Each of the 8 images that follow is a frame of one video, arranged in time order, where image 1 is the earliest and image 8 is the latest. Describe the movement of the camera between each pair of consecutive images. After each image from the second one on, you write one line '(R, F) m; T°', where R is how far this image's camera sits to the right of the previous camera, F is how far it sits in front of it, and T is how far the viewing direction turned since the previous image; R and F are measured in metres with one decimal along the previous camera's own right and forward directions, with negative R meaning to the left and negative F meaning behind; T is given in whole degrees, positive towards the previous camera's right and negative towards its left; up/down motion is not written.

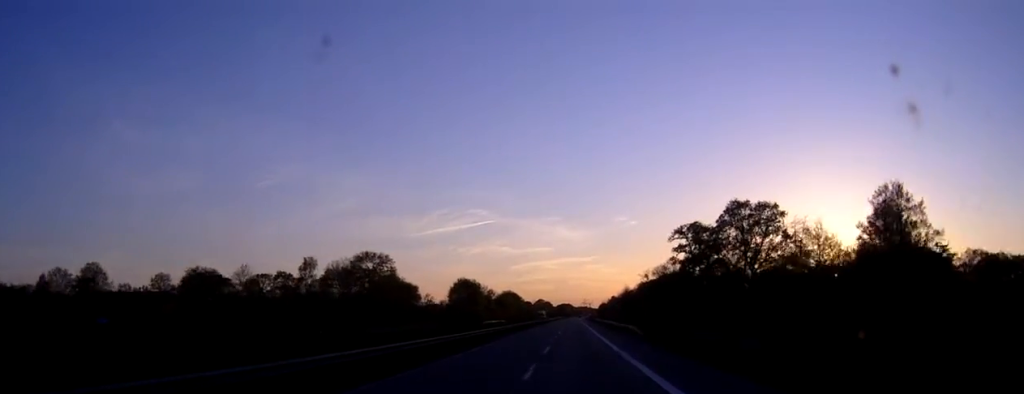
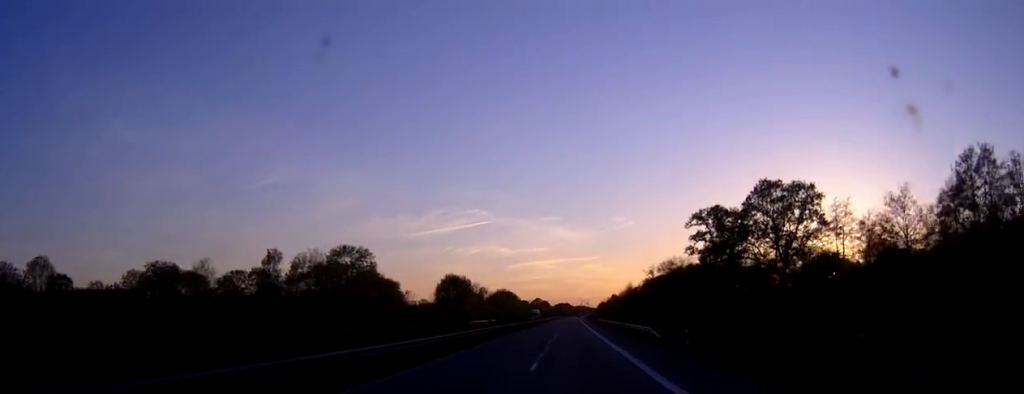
(0.0, +16.1) m; 0°
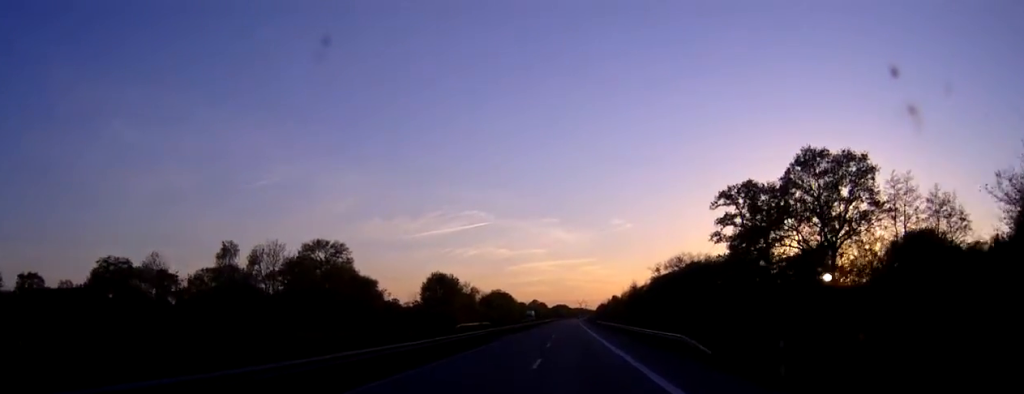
(0.0, +16.1) m; 0°
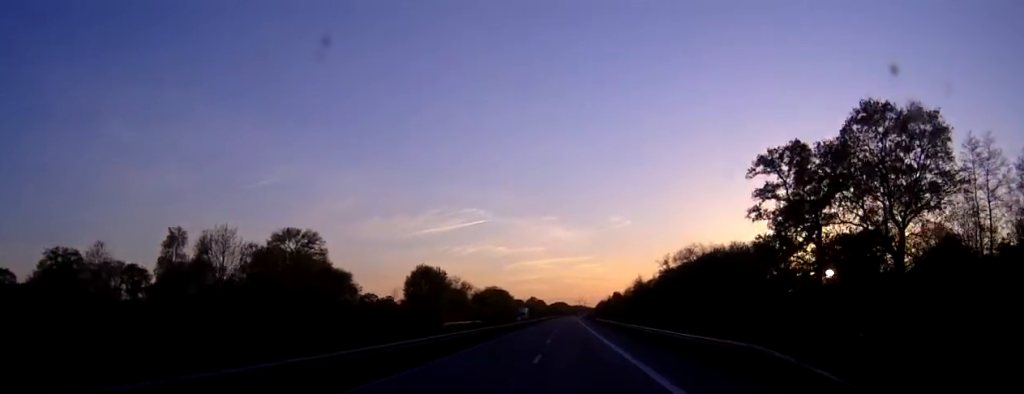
(0.0, +15.1) m; 0°
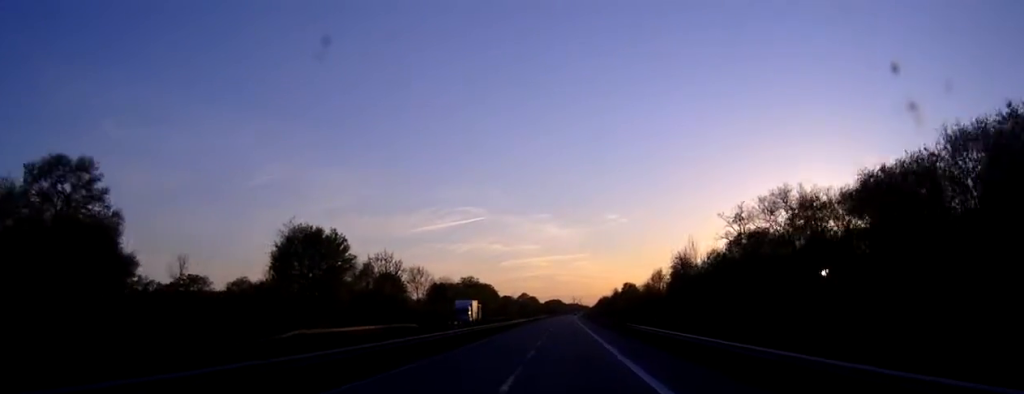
(+0.1, +65.1) m; 0°
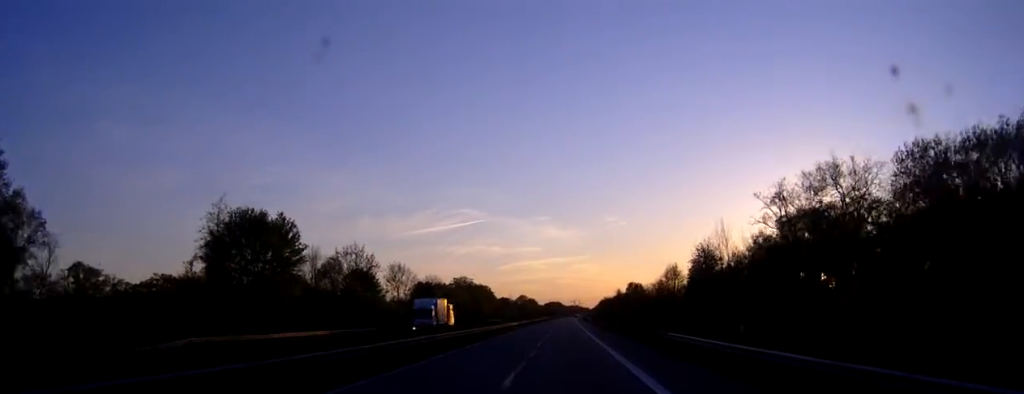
(0.0, +16.1) m; 0°
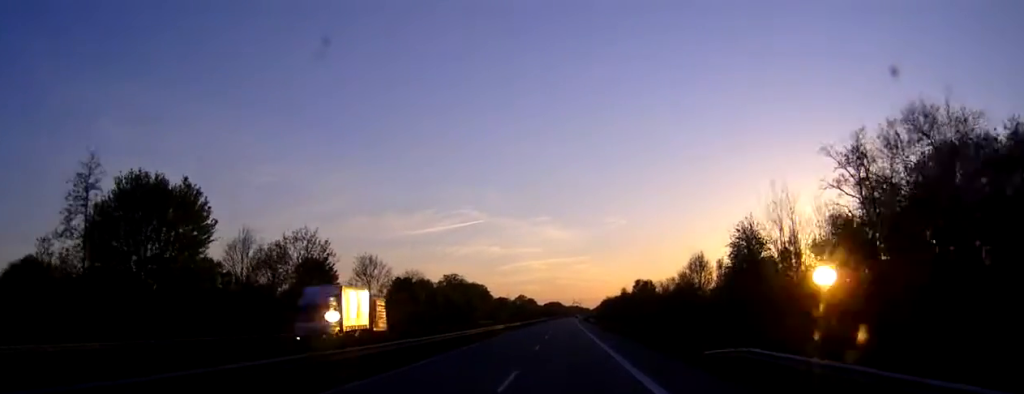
(0.0, +18.9) m; 0°
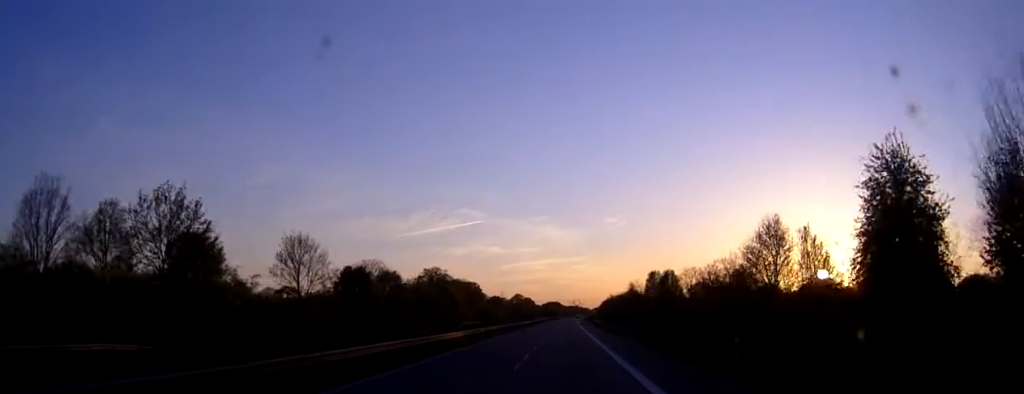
(+0.1, +29.2) m; 0°
